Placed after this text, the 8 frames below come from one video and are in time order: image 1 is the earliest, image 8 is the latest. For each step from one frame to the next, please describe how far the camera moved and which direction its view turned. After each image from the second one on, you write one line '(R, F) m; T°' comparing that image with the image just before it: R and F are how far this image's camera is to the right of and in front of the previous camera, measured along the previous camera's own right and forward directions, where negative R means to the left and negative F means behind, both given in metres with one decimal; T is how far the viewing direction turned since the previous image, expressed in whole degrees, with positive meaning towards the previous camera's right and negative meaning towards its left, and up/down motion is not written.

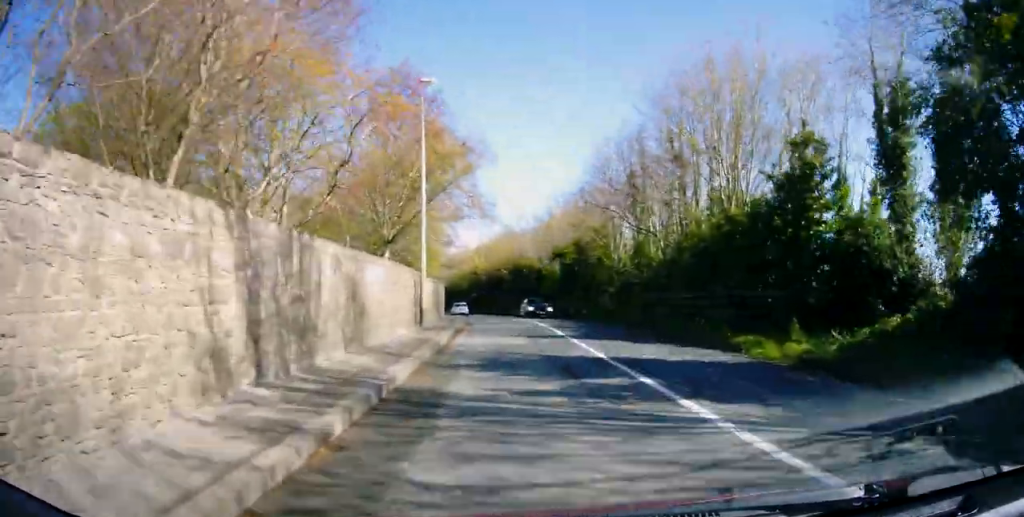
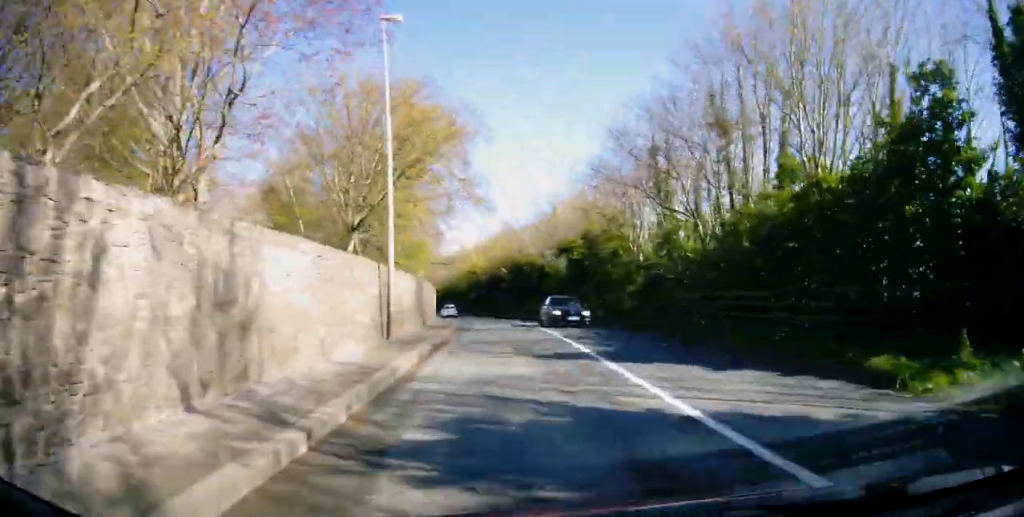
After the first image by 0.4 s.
(-0.1, +5.9) m; 0°
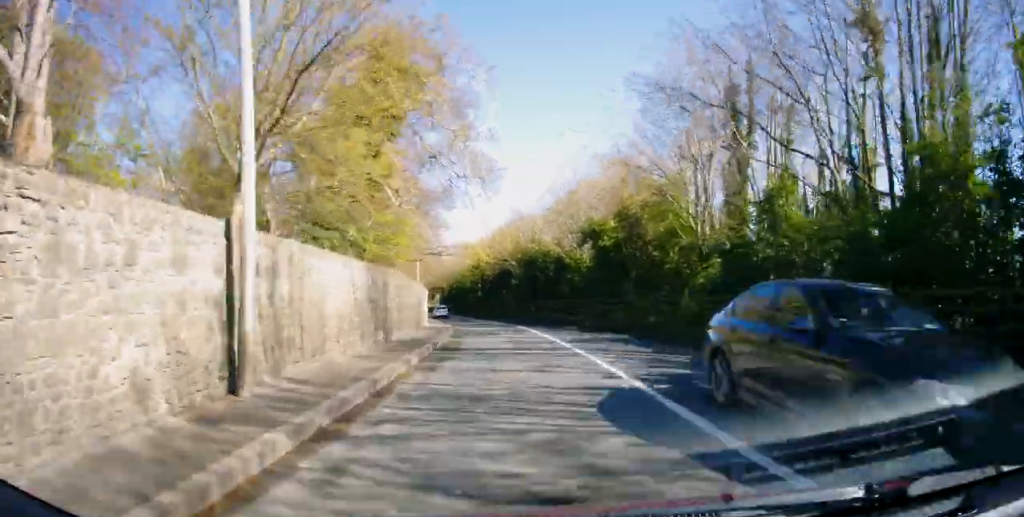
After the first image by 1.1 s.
(-0.3, +9.3) m; 0°
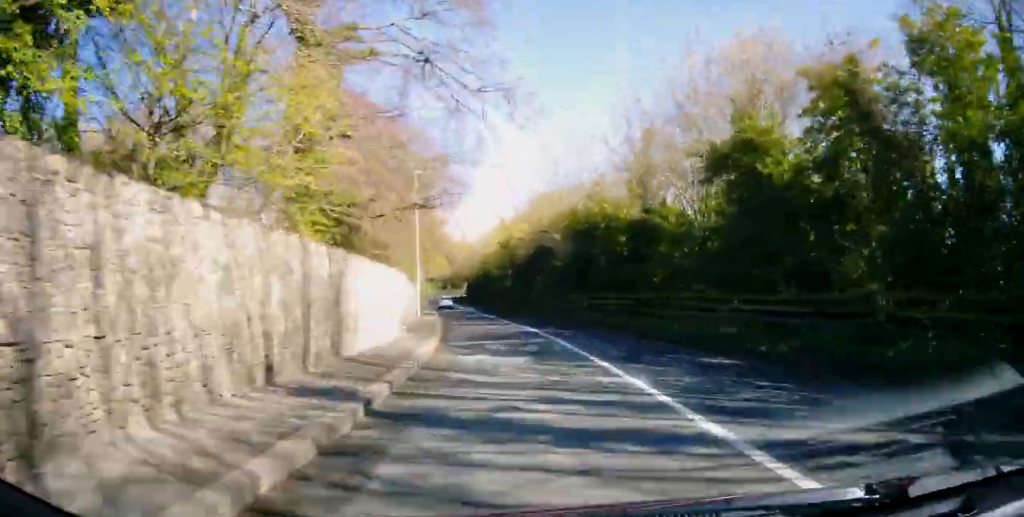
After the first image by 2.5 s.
(+0.3, +20.6) m; -1°
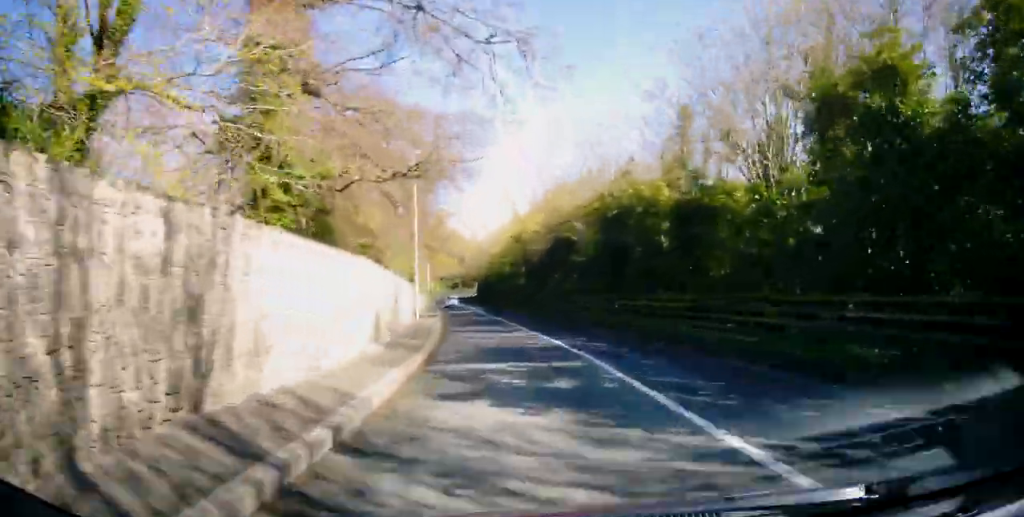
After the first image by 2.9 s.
(-0.2, +6.5) m; -1°
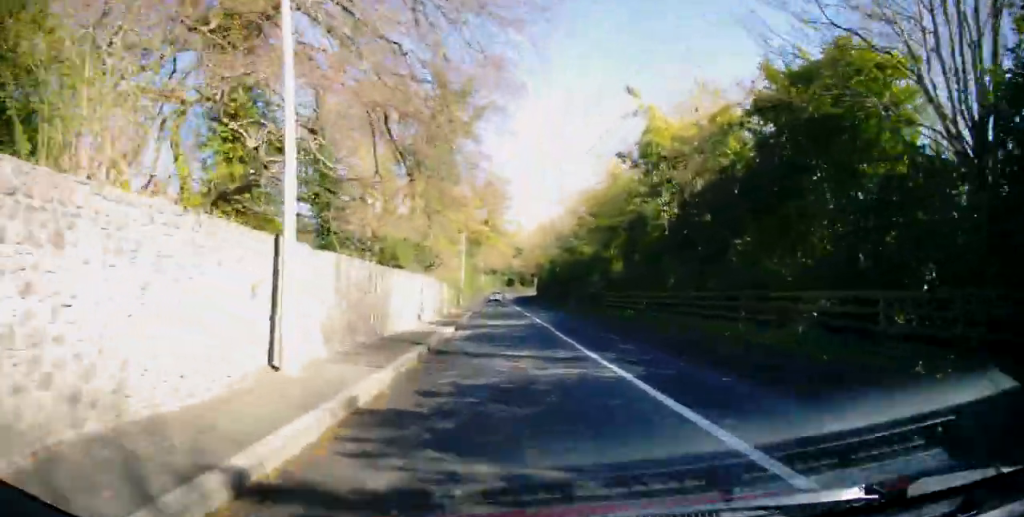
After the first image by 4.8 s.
(-1.6, +28.1) m; -6°
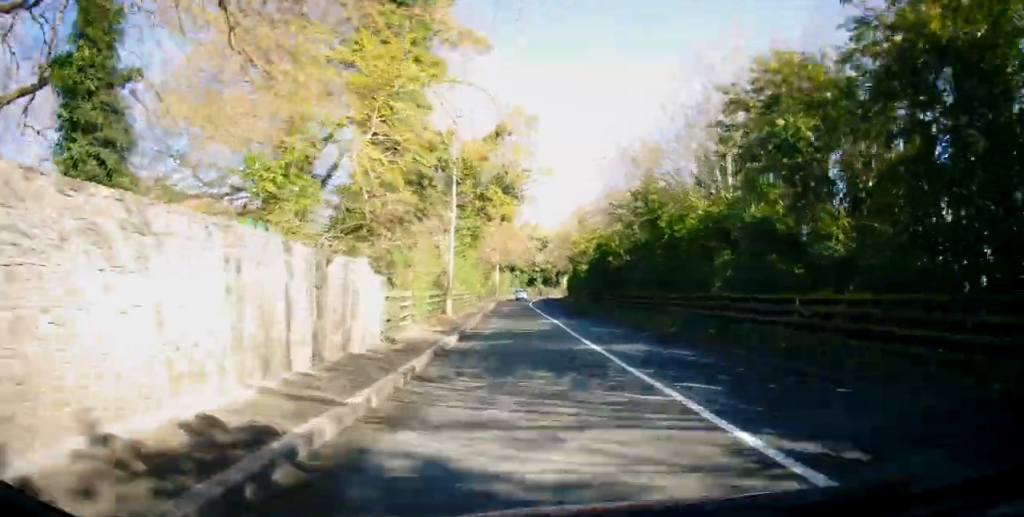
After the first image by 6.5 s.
(-0.4, +24.3) m; -2°
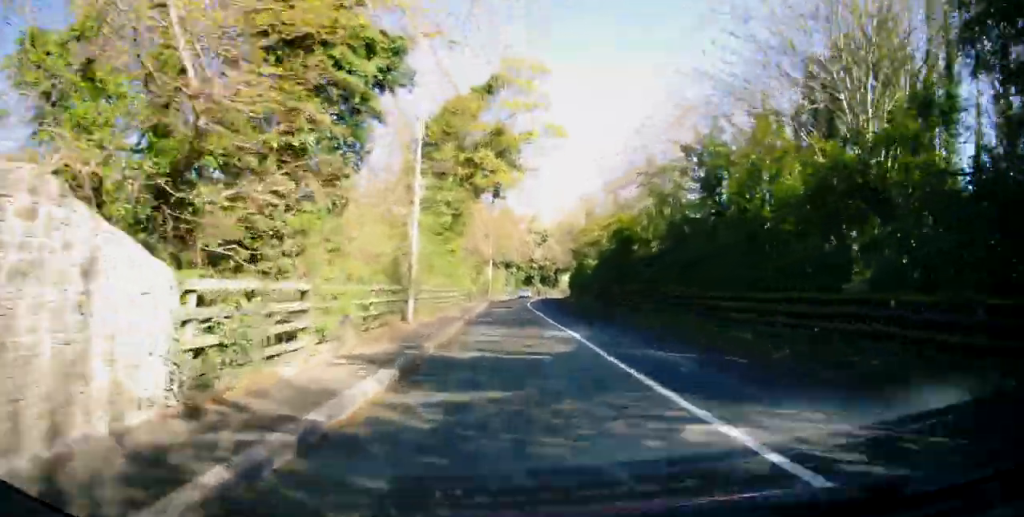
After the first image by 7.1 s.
(-0.2, +9.5) m; 0°
